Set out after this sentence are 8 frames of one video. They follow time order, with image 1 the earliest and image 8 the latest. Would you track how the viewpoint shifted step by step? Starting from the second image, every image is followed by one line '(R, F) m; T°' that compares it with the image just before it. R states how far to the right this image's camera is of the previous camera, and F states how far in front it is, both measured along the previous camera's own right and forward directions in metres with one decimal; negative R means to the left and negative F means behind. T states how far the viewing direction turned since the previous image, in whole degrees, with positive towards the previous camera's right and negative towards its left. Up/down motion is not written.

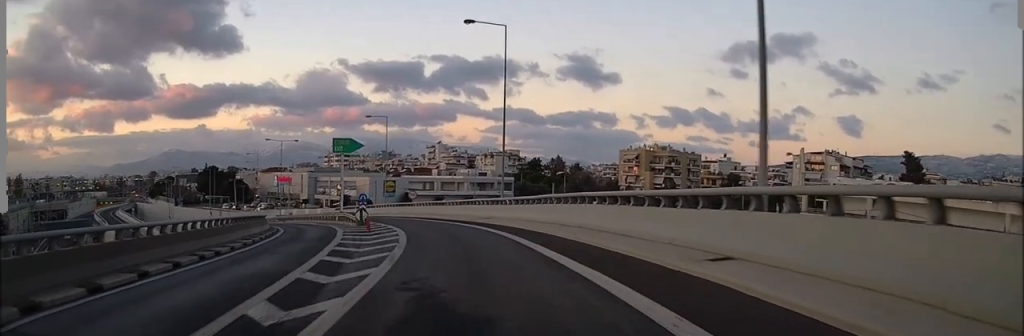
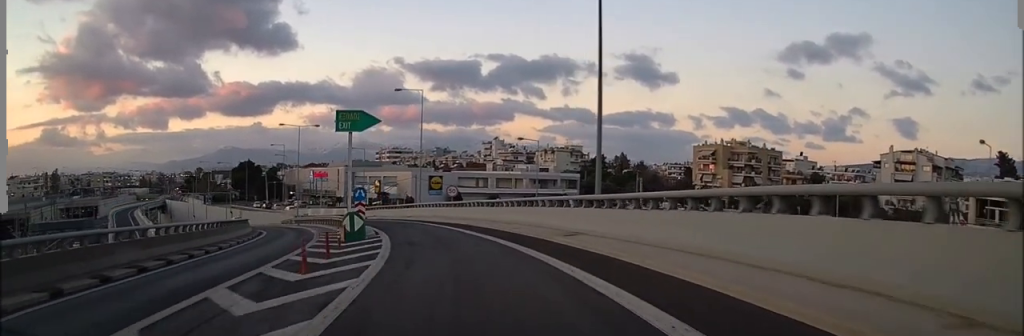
(-0.6, +19.6) m; -4°
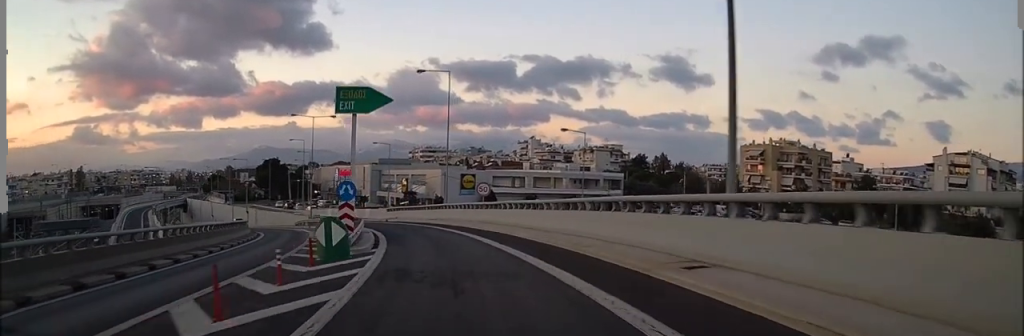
(-0.4, +9.6) m; -3°
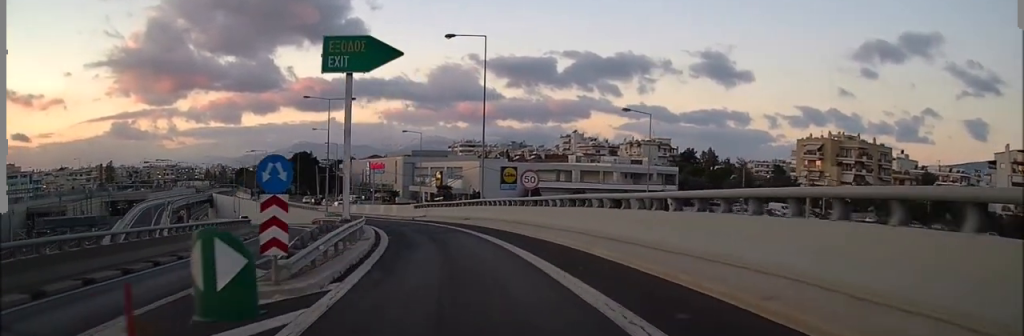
(0.0, +10.2) m; -4°
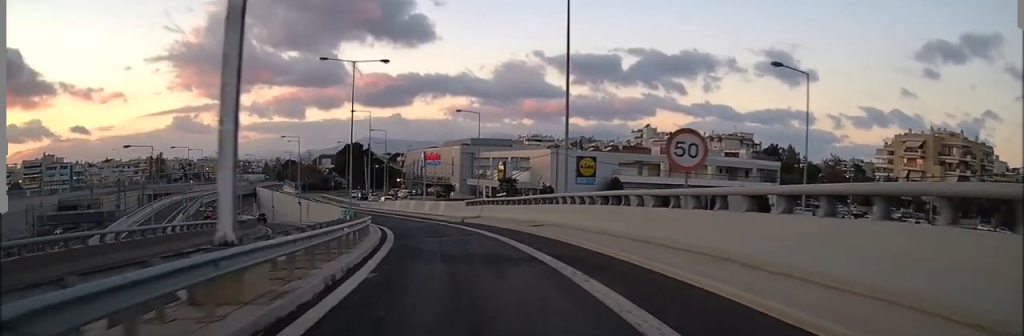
(-1.1, +16.5) m; -6°
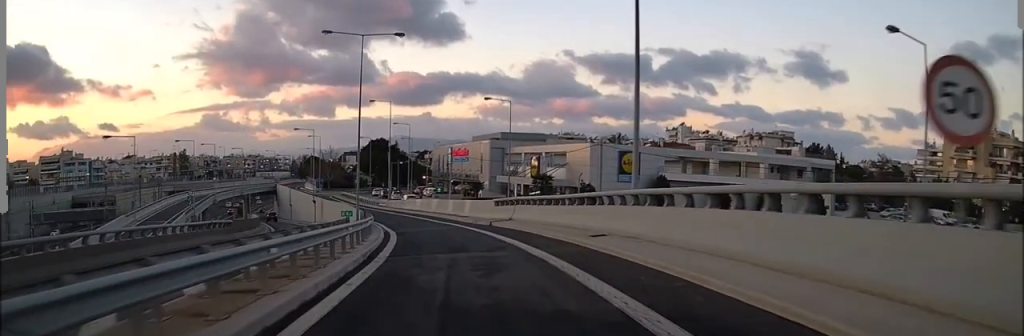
(-0.3, +8.2) m; -3°
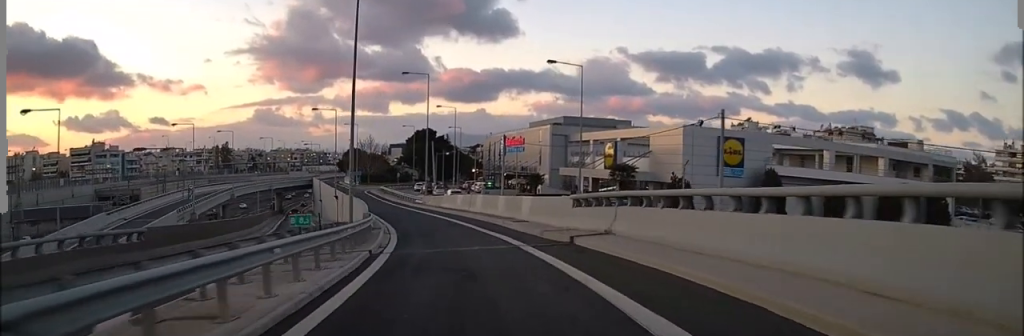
(-0.6, +15.7) m; -5°
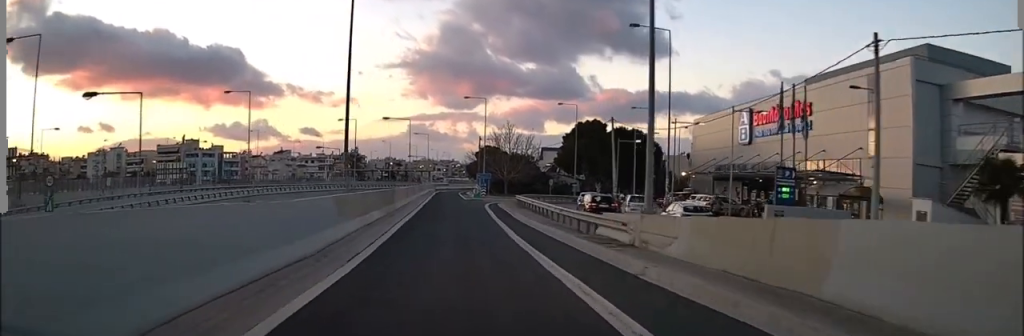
(-6.5, +48.3) m; -13°
